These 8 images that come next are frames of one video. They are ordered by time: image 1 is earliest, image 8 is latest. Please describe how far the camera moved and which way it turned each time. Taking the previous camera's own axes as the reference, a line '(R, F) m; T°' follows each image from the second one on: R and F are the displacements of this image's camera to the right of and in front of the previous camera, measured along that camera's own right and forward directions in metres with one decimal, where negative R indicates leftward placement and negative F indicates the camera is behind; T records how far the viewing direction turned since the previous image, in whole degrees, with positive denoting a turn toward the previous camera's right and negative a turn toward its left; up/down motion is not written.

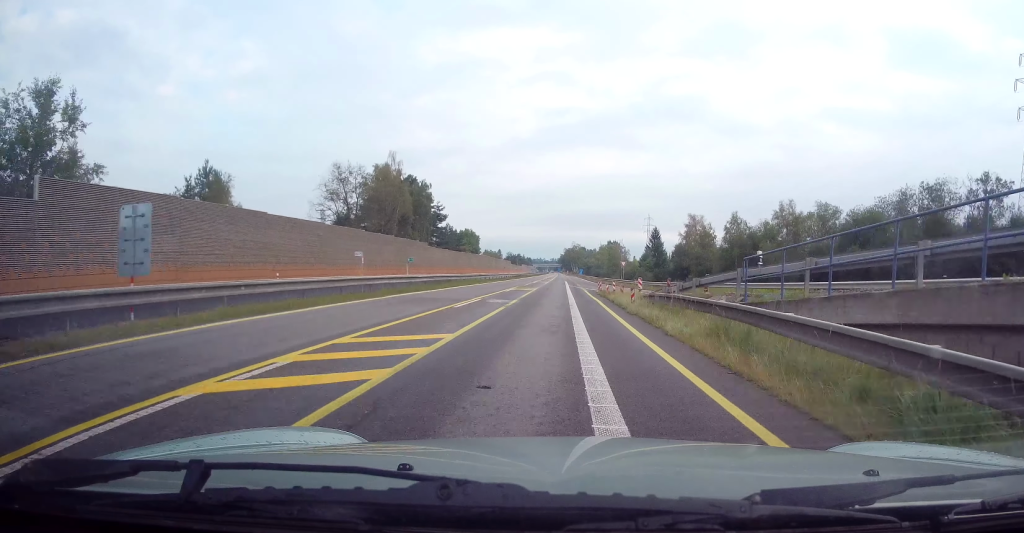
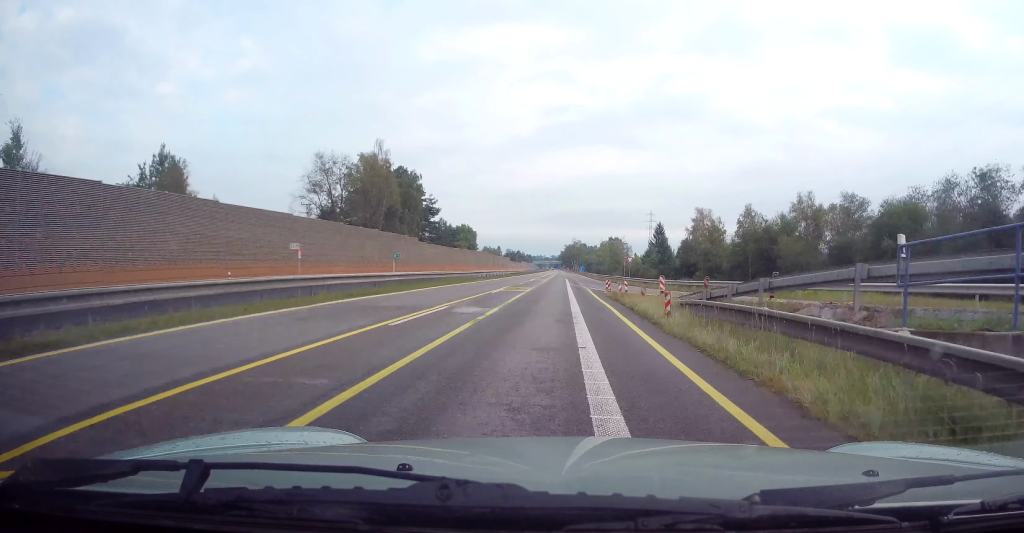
(0.0, +7.5) m; 0°
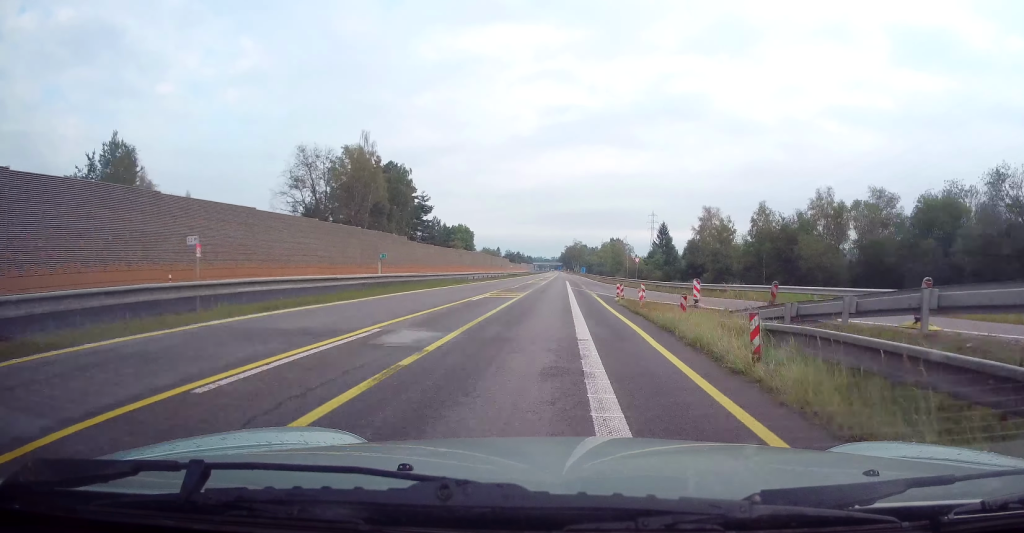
(-0.1, +6.8) m; 0°
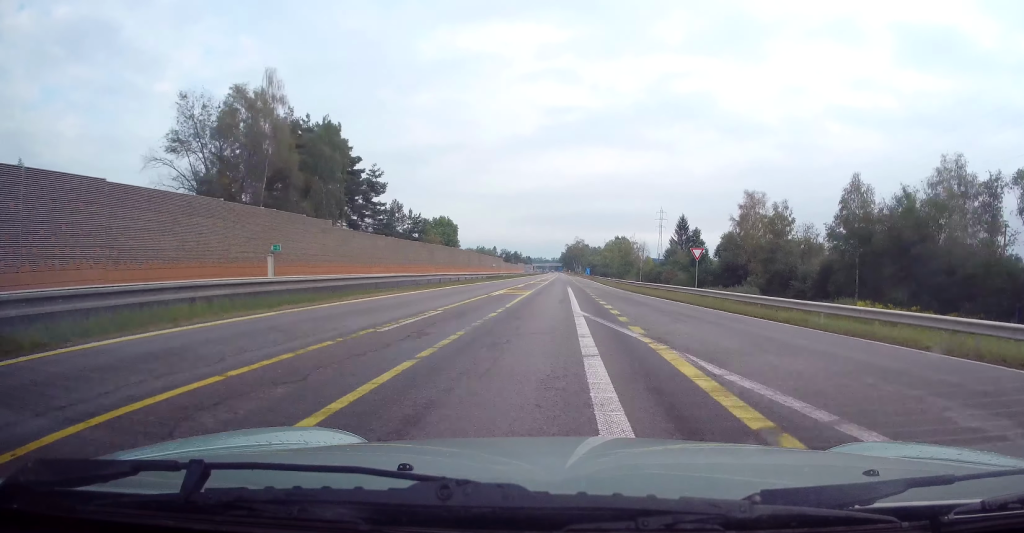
(+0.3, +29.2) m; +1°
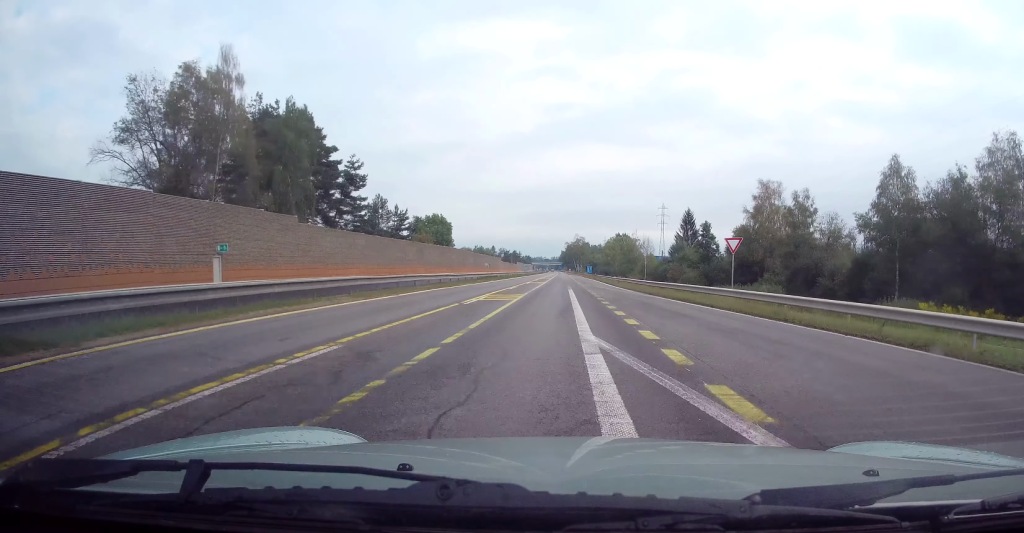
(0.0, +8.1) m; 0°
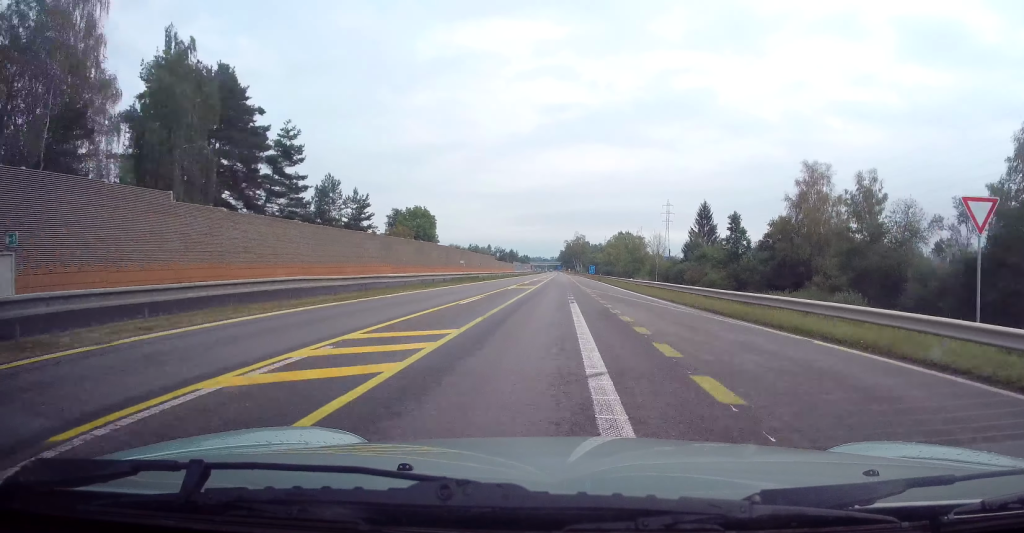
(0.0, +18.1) m; 0°
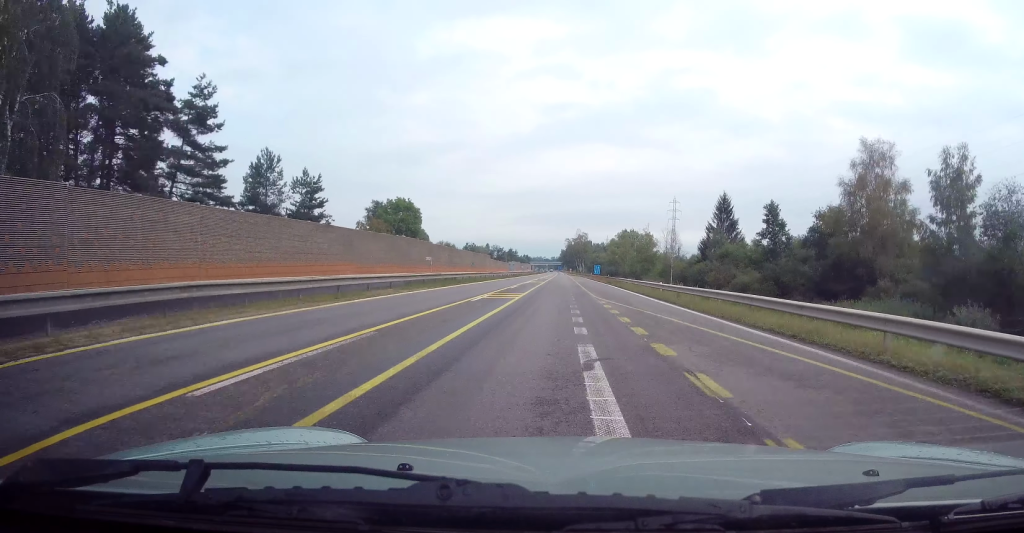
(0.0, +14.8) m; 0°
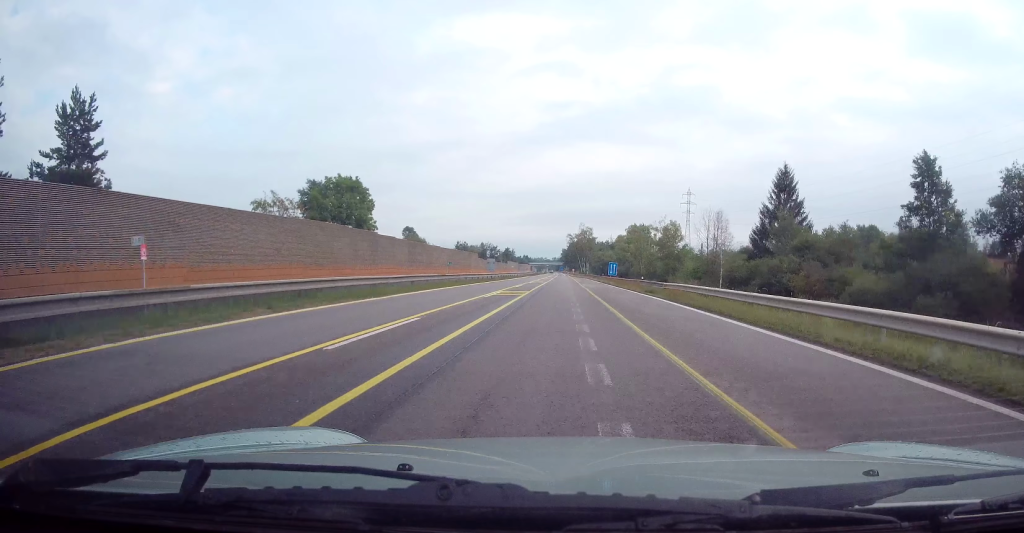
(0.0, +31.8) m; 0°
